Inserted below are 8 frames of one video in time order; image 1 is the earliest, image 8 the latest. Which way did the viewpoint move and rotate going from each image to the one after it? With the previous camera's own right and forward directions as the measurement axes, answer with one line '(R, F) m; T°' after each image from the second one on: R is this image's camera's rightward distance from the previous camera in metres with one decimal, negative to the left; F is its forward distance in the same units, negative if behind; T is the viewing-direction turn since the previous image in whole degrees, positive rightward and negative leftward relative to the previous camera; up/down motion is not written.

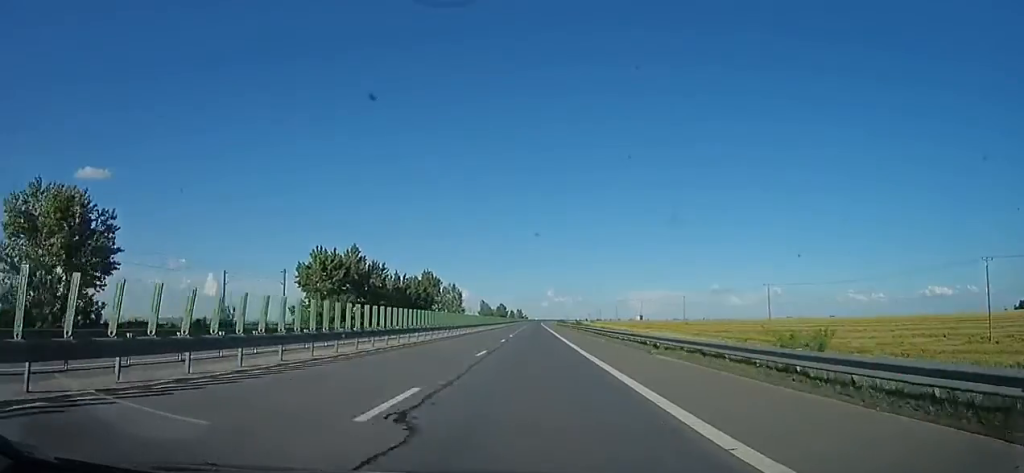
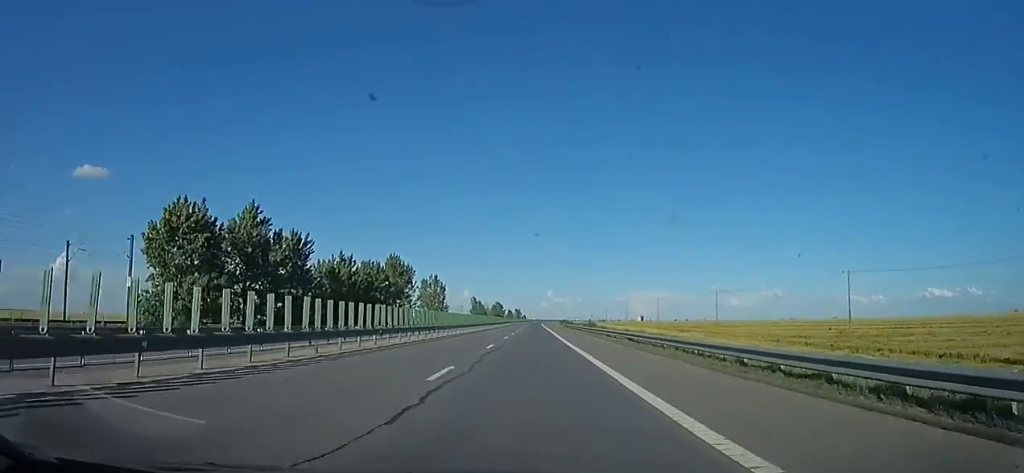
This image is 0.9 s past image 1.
(+0.6, +31.8) m; 0°
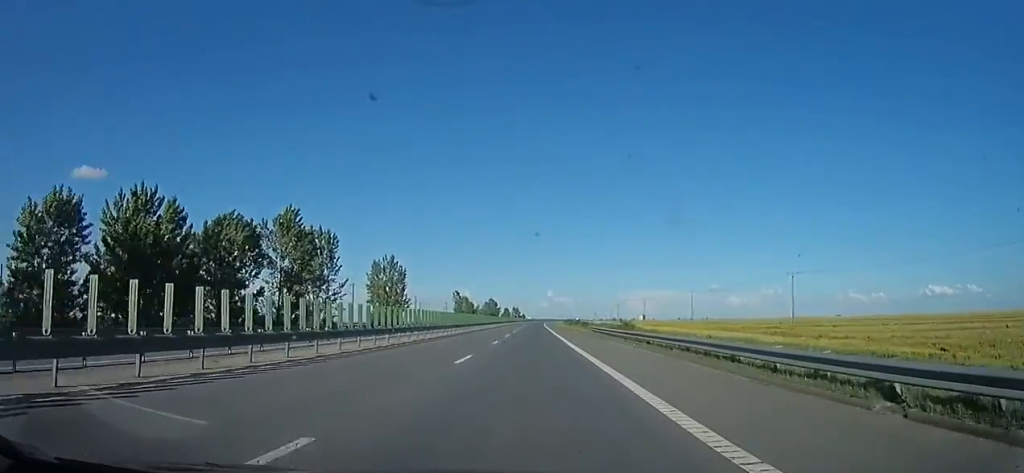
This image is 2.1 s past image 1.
(-0.8, +44.8) m; 0°
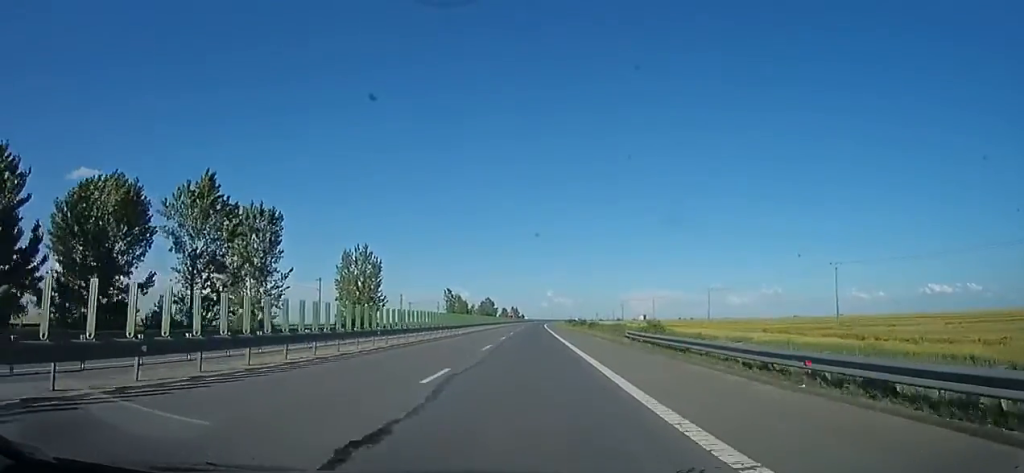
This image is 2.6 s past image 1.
(+0.4, +16.6) m; +1°
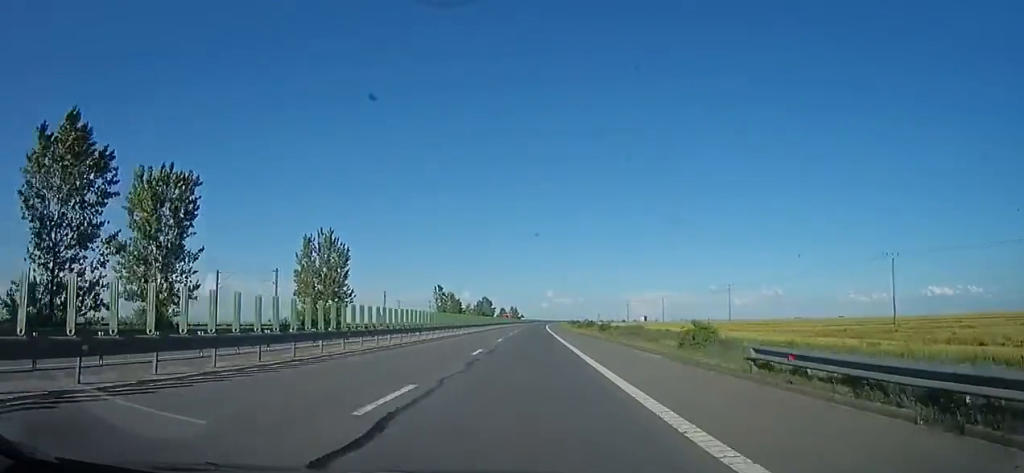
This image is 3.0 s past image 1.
(+0.5, +16.0) m; +1°
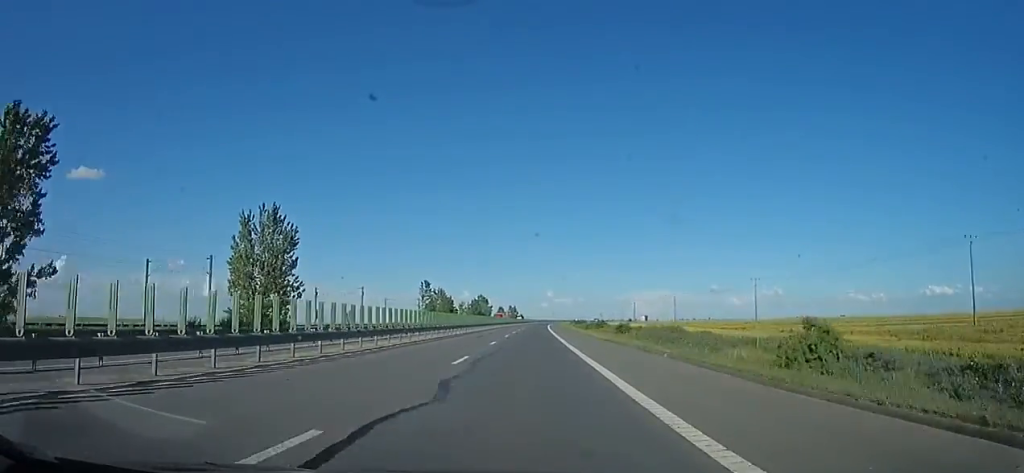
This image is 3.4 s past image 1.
(+0.1, +16.8) m; 0°
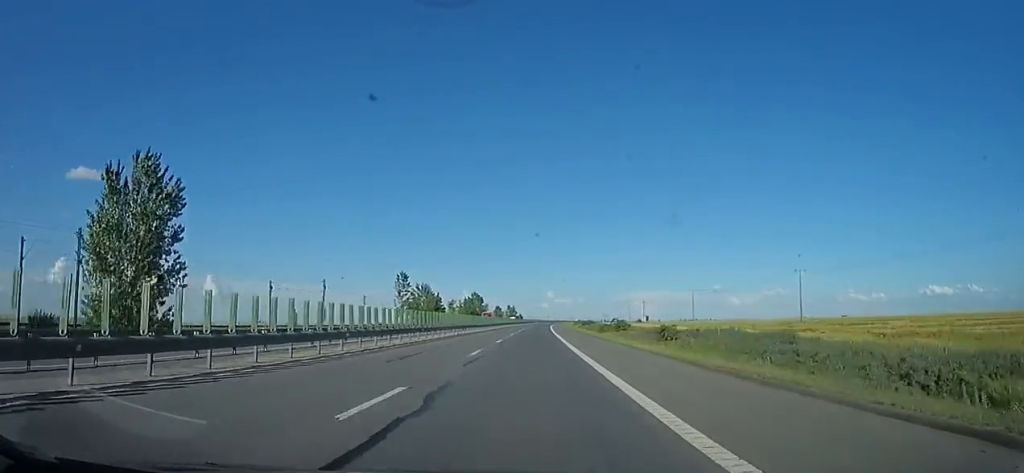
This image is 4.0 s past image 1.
(0.0, +21.3) m; -1°
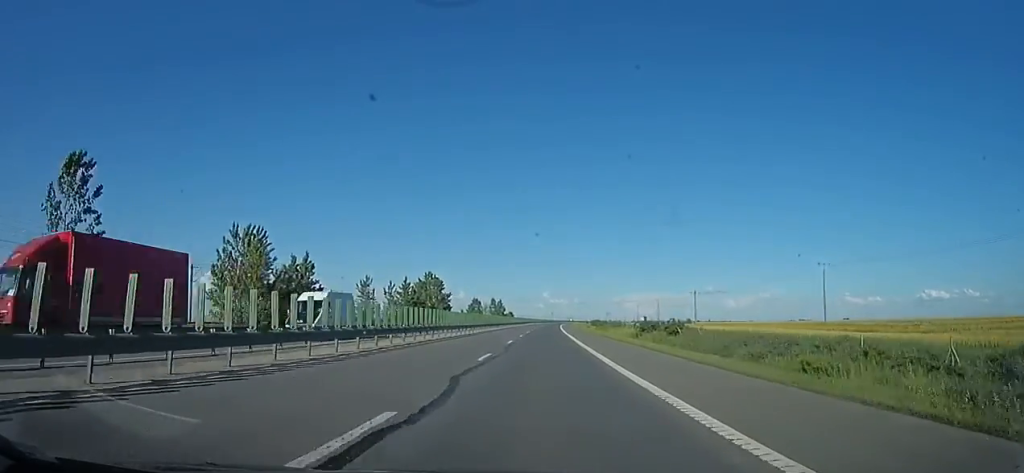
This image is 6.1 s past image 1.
(+0.1, +82.9) m; +1°
